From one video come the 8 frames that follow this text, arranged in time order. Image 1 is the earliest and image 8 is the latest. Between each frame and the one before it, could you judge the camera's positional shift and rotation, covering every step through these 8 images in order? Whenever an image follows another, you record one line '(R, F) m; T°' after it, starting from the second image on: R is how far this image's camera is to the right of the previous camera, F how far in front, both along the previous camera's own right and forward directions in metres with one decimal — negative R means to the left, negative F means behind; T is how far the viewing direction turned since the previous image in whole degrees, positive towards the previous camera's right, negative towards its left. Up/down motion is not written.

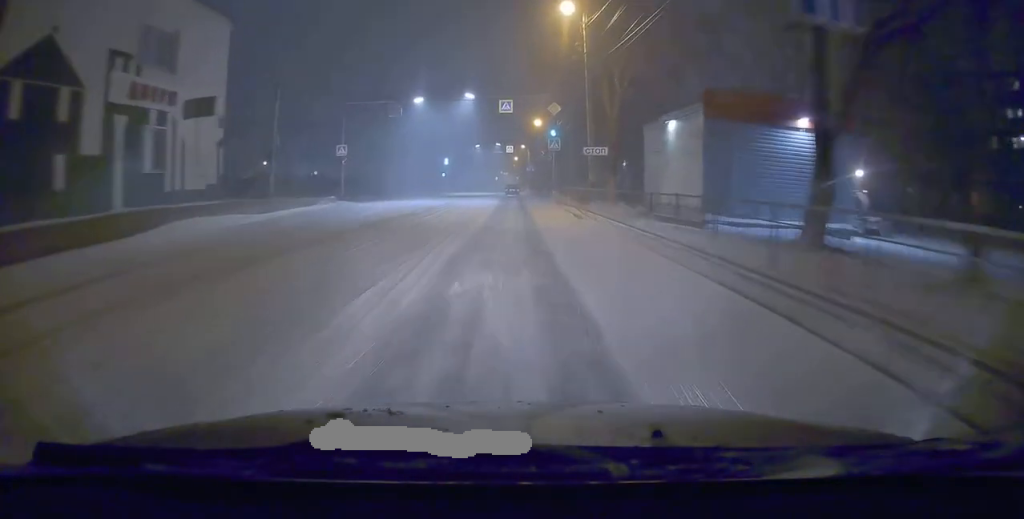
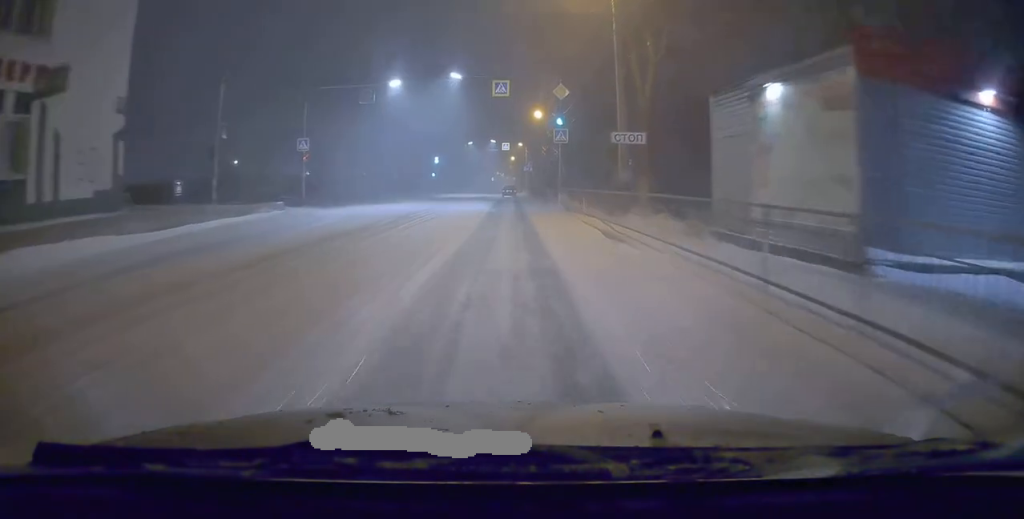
(0.0, +8.0) m; 0°
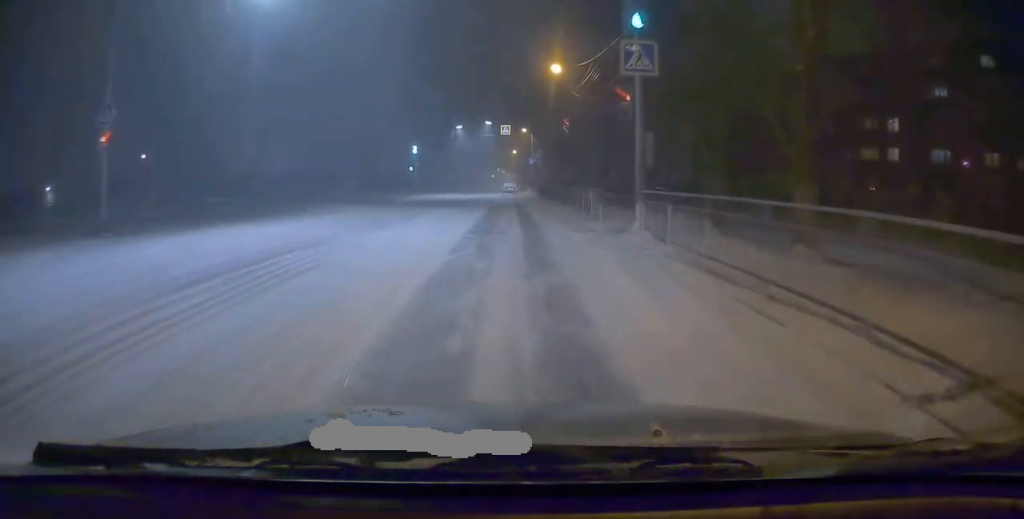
(+0.2, +20.5) m; 0°
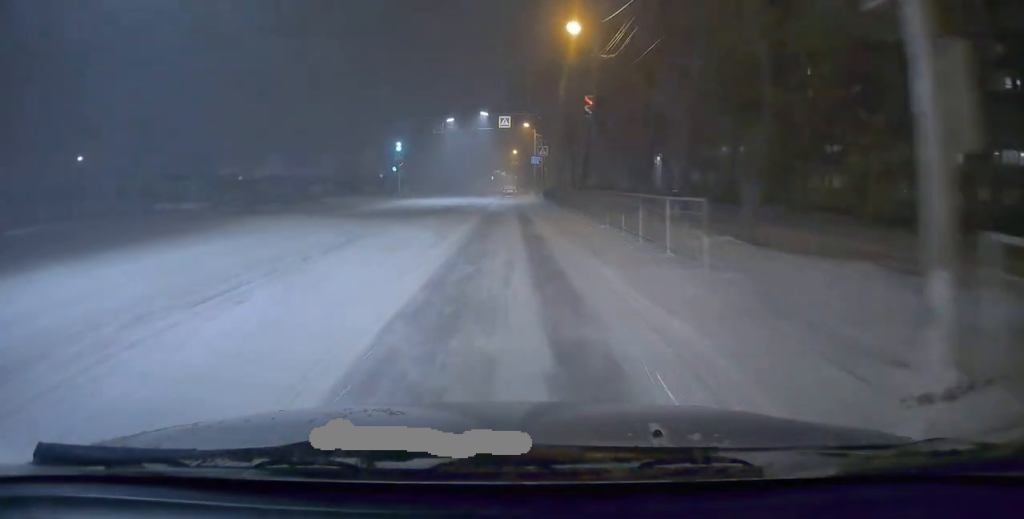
(-0.1, +9.6) m; -1°
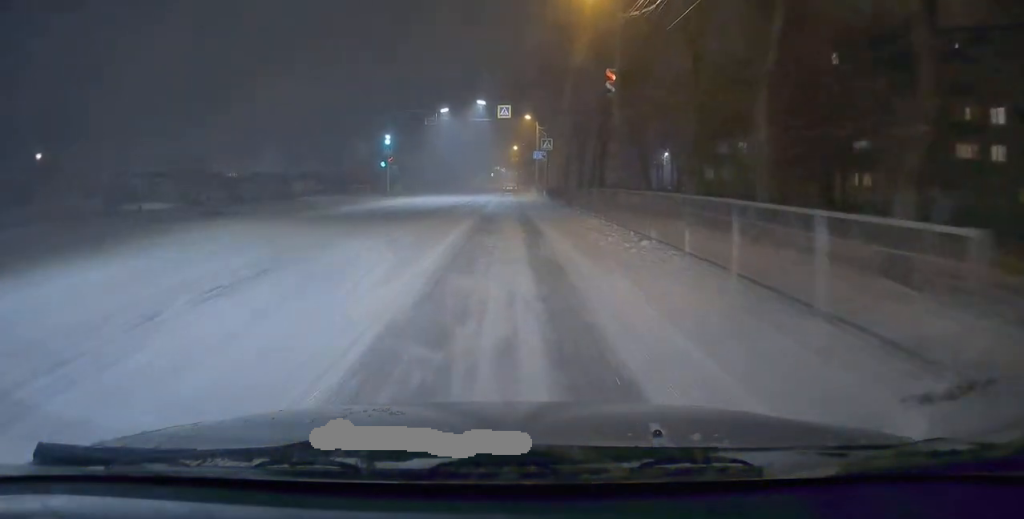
(0.0, +5.1) m; 0°
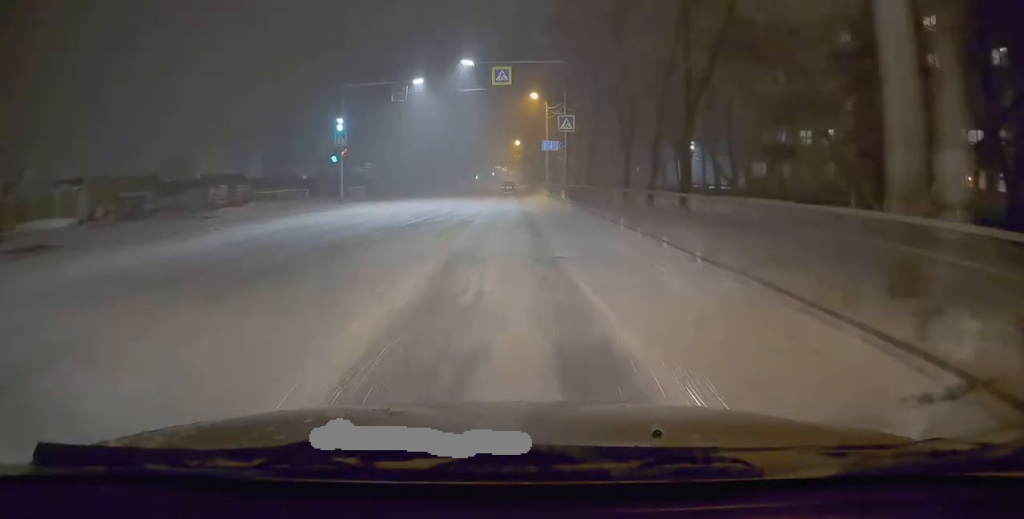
(+0.1, +14.5) m; +1°
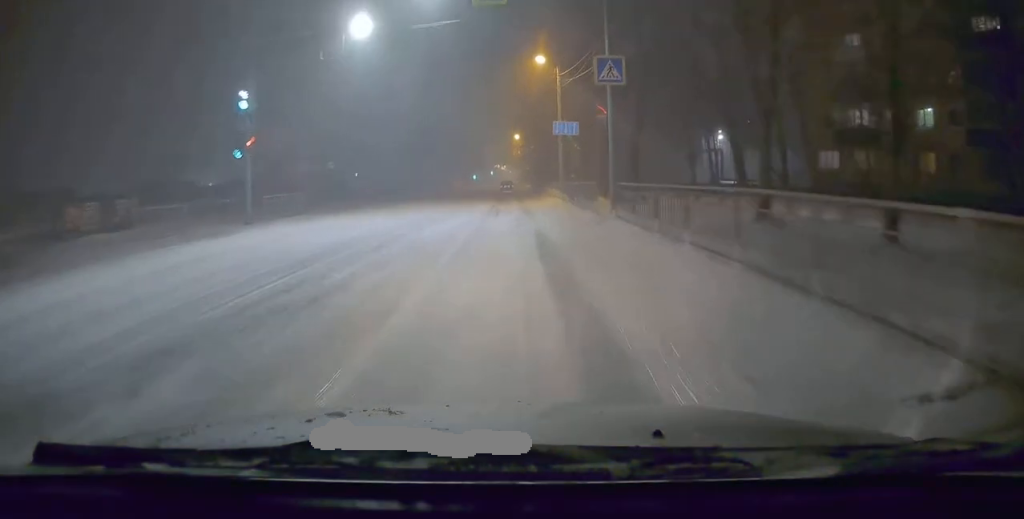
(0.0, +13.3) m; -1°
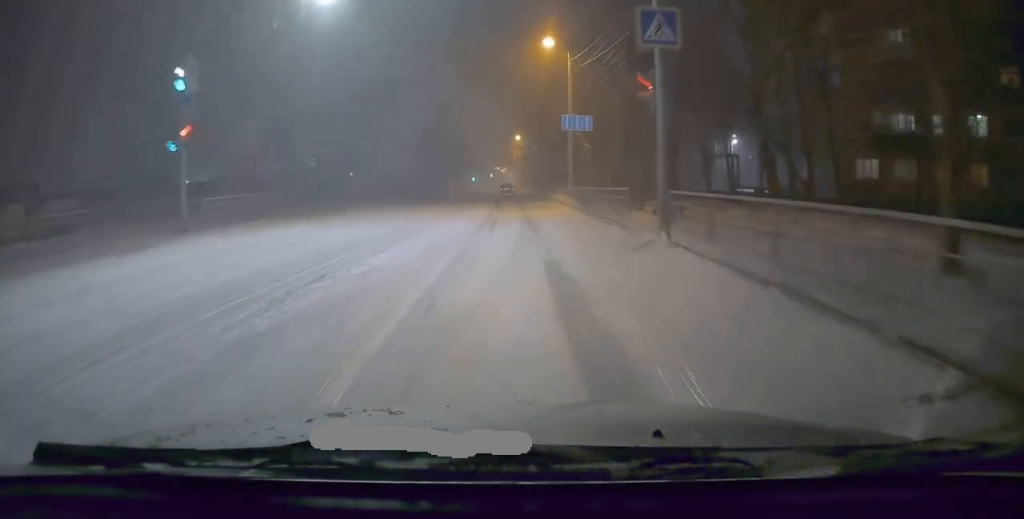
(0.0, +5.1) m; 0°
